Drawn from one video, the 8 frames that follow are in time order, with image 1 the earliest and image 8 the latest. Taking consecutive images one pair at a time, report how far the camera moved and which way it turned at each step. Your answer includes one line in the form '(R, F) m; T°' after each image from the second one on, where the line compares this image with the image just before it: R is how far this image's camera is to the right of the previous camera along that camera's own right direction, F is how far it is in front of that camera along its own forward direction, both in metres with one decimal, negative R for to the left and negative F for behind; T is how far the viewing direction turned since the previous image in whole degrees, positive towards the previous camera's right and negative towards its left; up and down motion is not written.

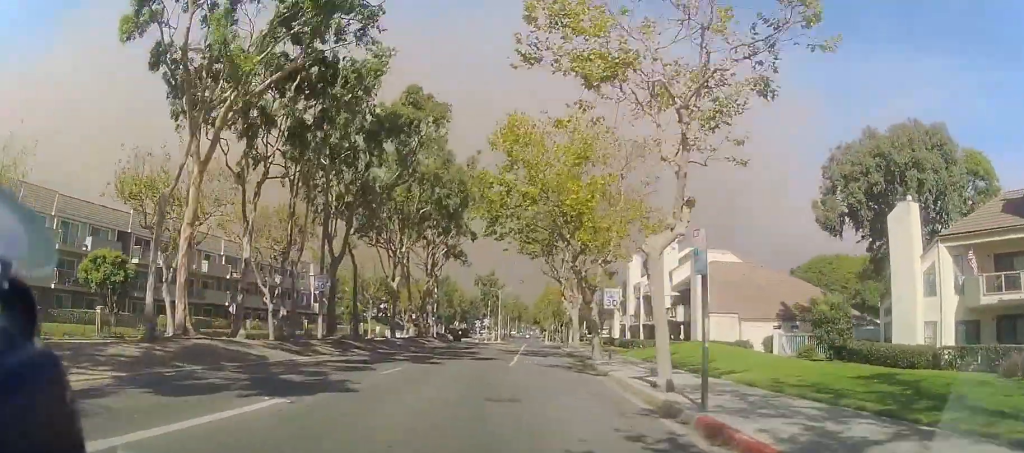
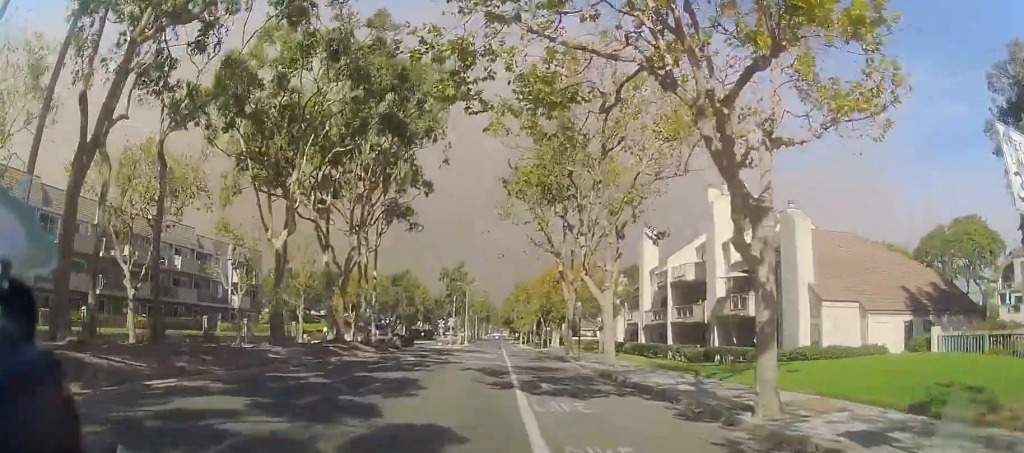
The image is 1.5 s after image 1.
(+1.3, +18.3) m; +5°
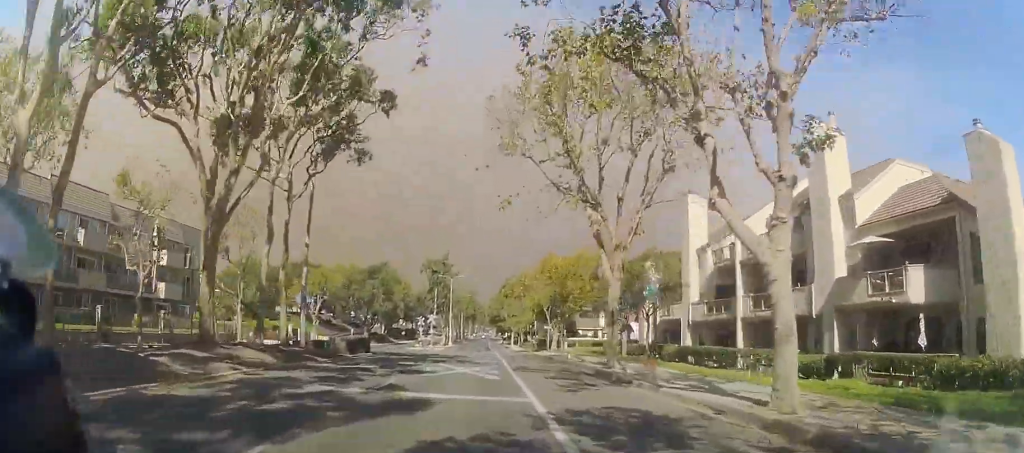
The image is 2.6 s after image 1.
(0.0, +14.2) m; 0°
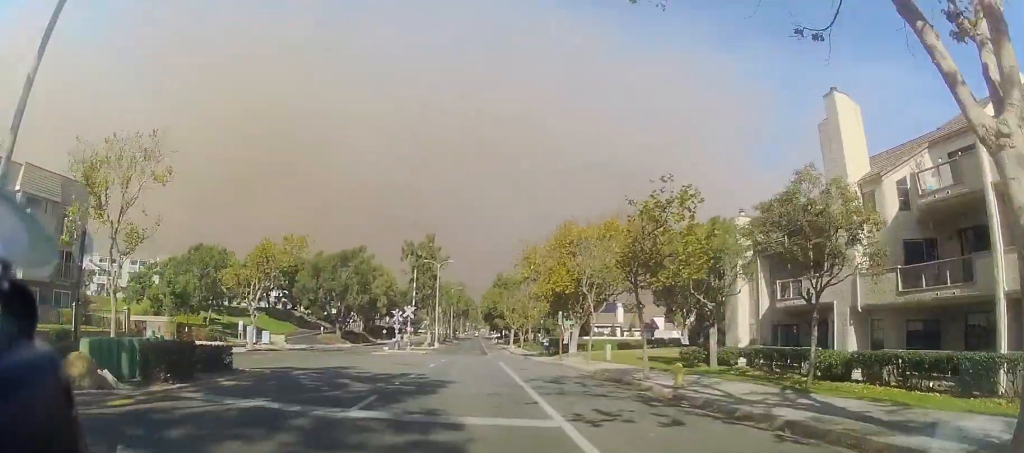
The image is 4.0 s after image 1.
(+0.2, +18.5) m; +2°
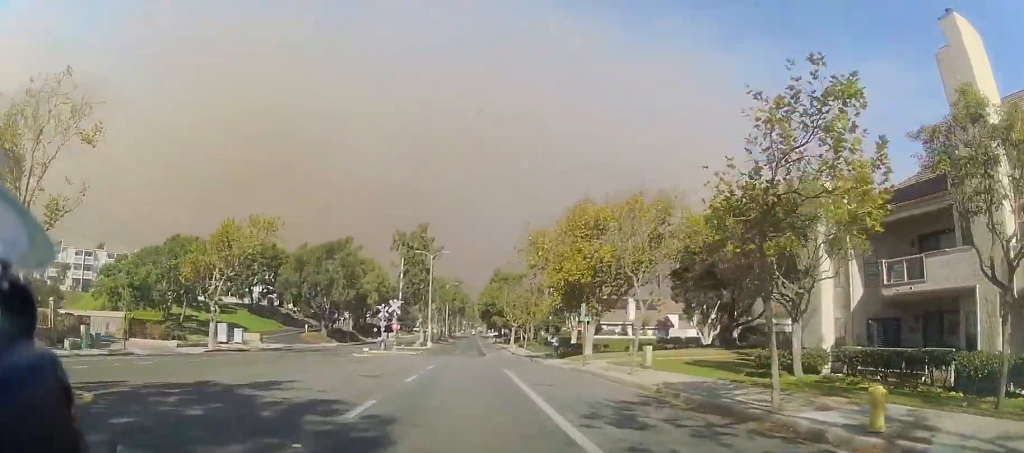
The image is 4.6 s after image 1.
(0.0, +8.1) m; 0°
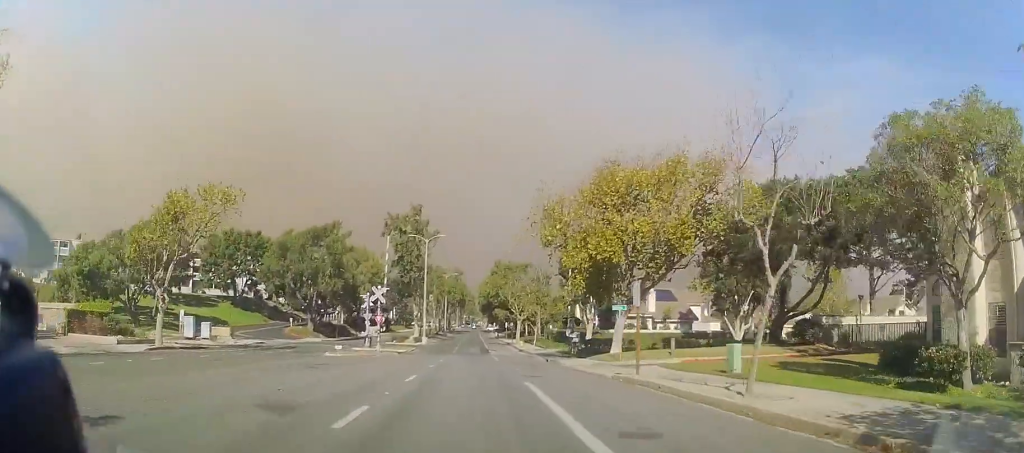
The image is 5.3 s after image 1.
(0.0, +8.5) m; 0°
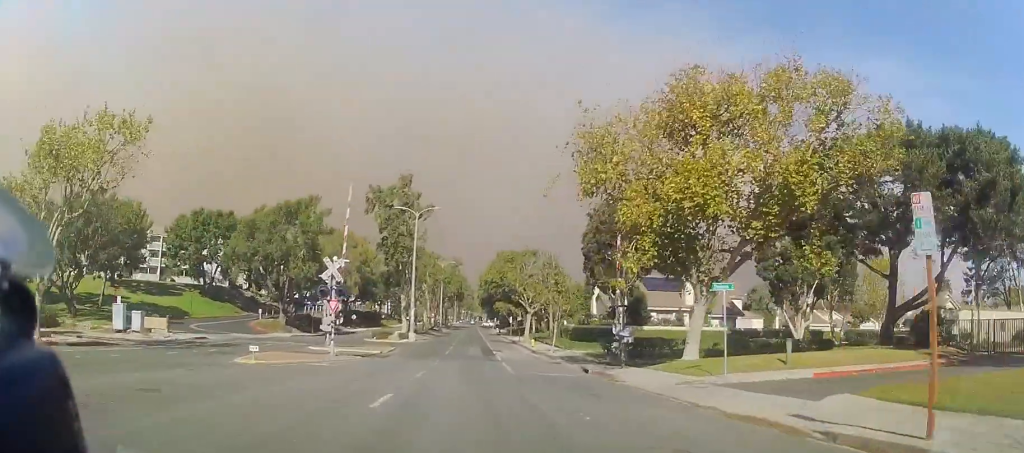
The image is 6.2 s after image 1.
(0.0, +12.7) m; 0°
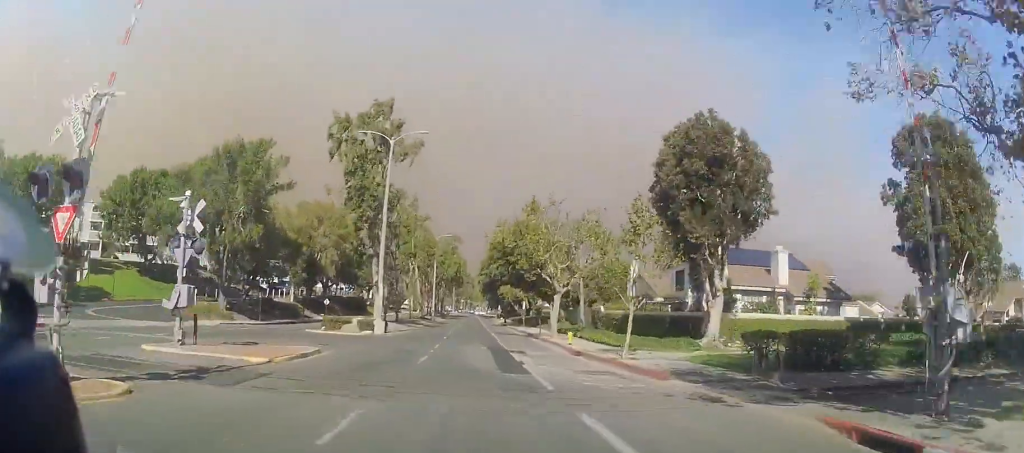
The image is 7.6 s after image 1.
(+0.4, +18.9) m; +2°
